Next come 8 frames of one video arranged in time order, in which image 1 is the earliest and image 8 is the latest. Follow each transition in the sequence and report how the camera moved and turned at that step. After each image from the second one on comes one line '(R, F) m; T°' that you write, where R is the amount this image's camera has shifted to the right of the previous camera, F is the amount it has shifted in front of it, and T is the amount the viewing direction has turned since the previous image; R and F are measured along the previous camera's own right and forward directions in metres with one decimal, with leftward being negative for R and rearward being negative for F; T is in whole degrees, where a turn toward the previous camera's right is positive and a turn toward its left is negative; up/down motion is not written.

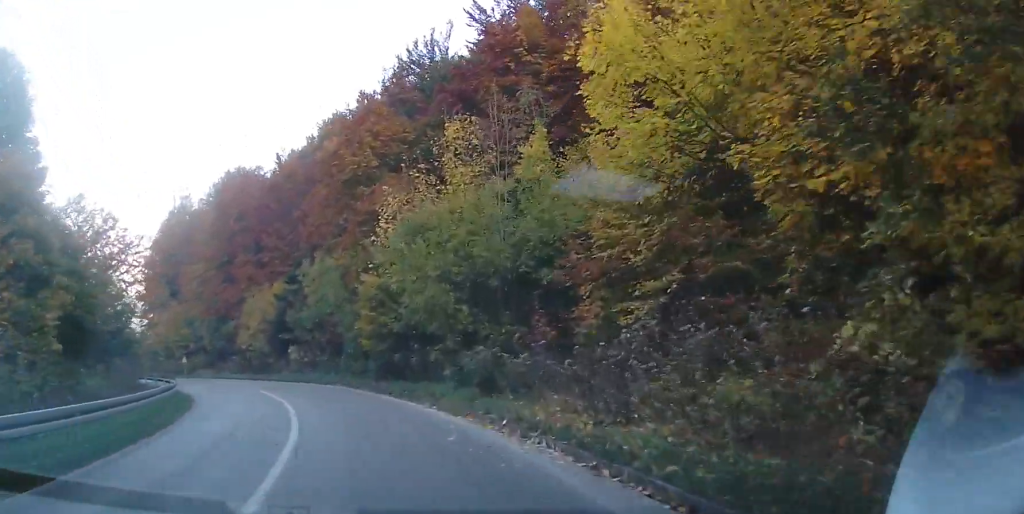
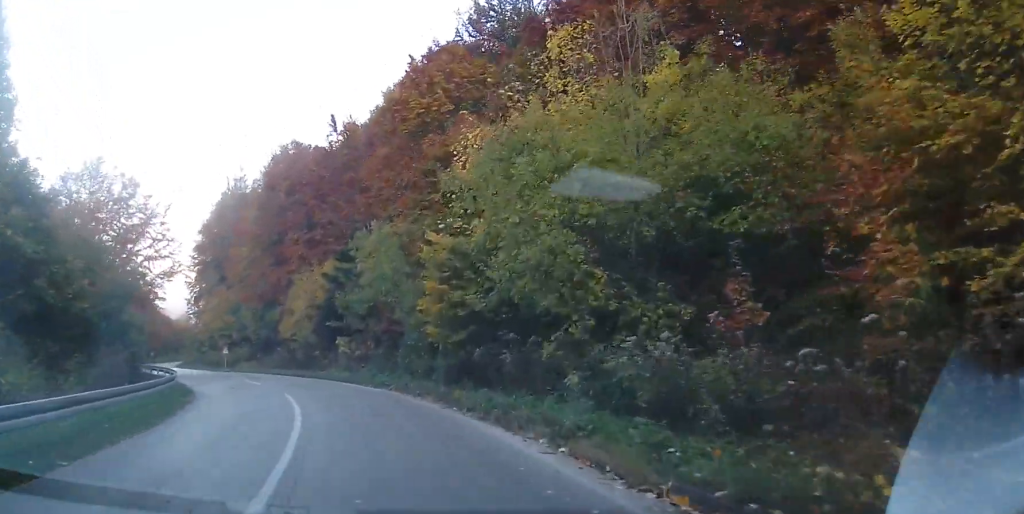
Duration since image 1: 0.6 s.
(-0.2, +7.3) m; -2°
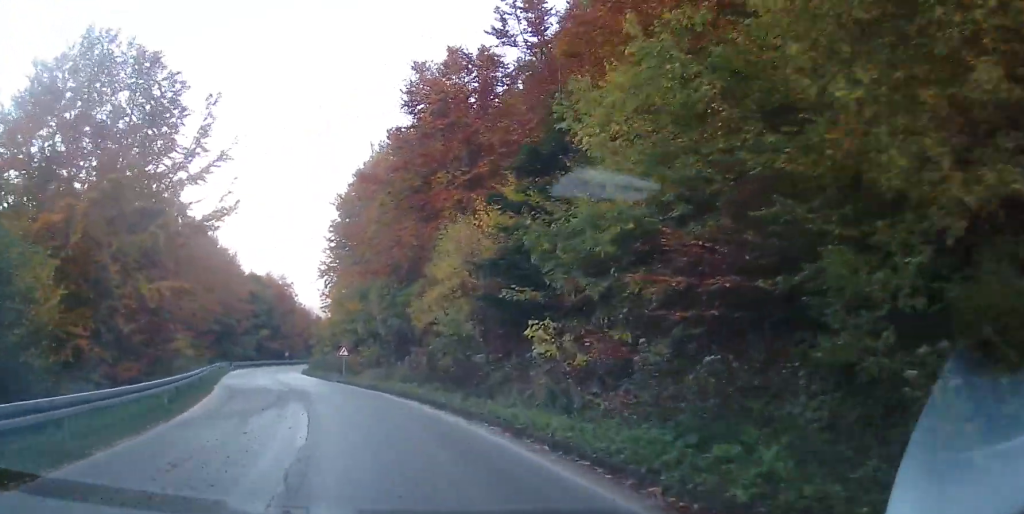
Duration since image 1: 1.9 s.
(-1.1, +17.9) m; -10°
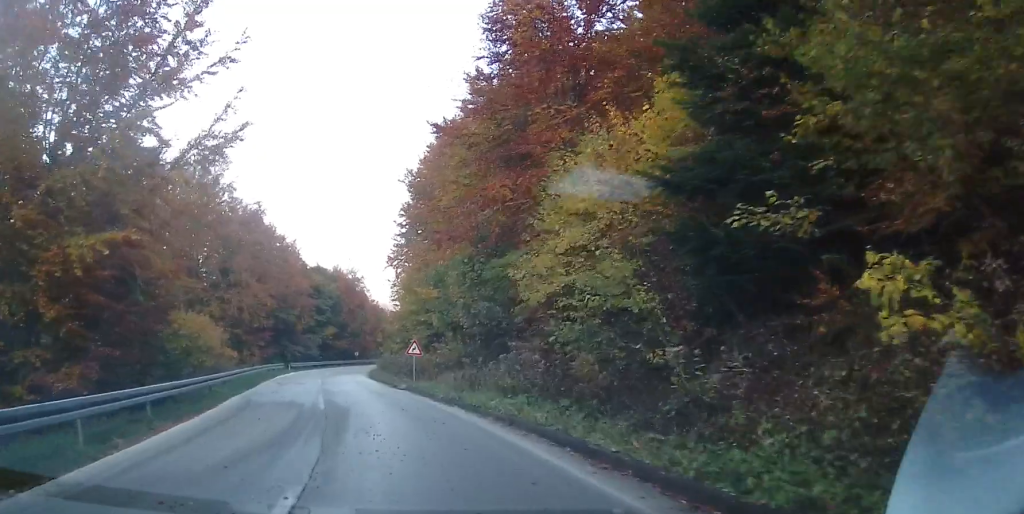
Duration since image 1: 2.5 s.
(0.0, +8.0) m; -7°
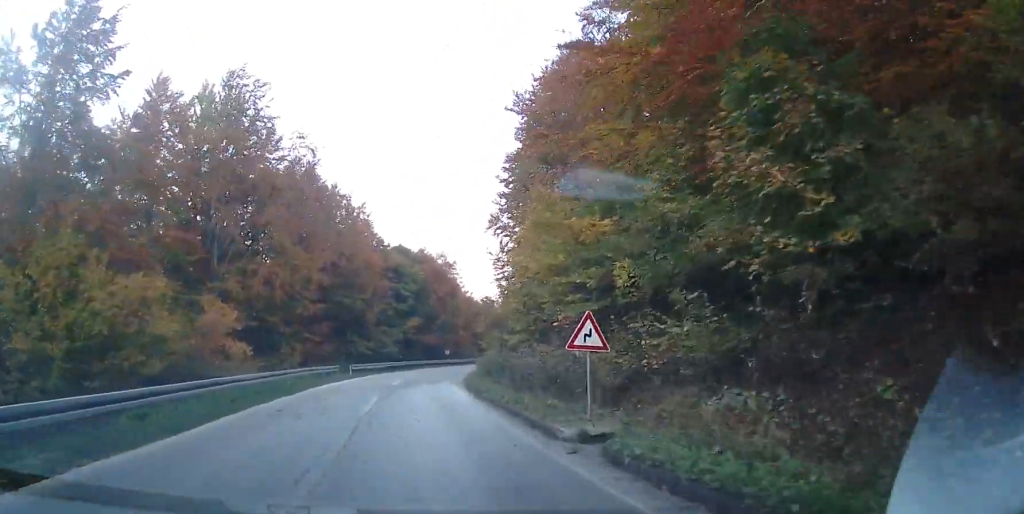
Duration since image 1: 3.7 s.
(-1.9, +15.9) m; -8°
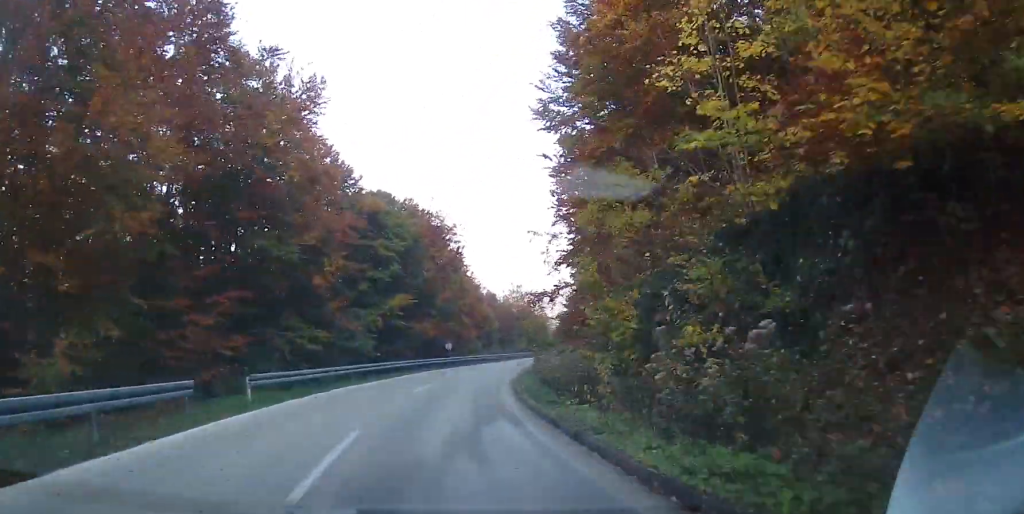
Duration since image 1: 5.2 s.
(-1.2, +21.7) m; -4°
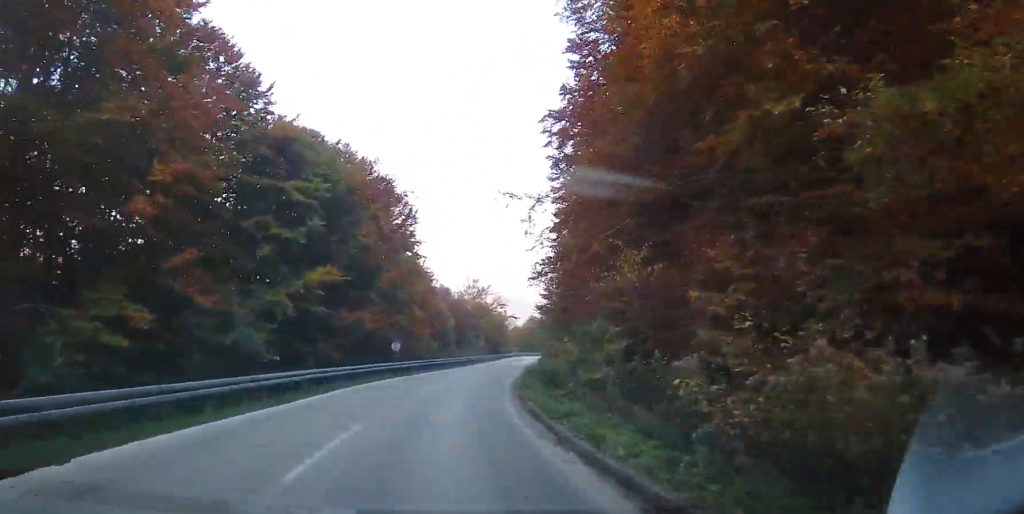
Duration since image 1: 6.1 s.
(+0.1, +13.5) m; +4°
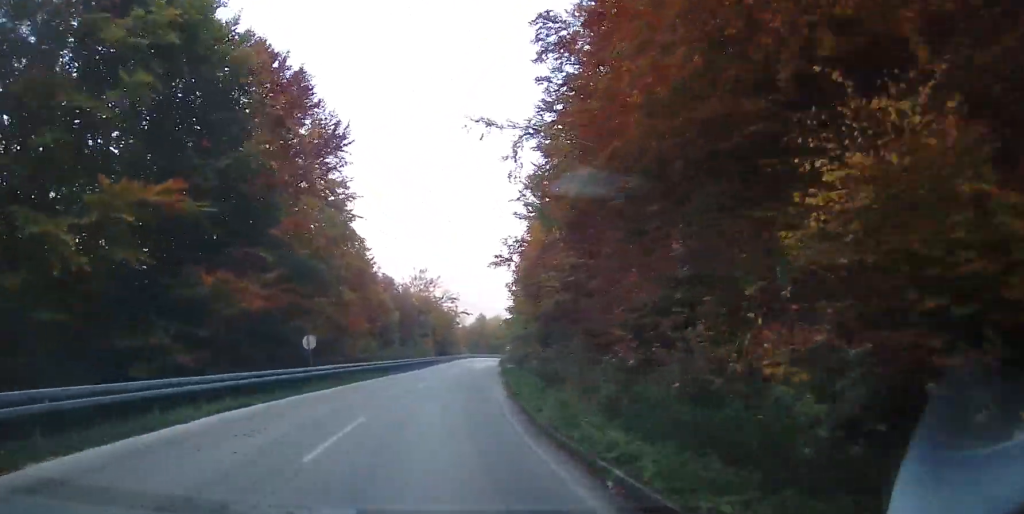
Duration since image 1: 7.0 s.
(+0.7, +13.0) m; +5°
